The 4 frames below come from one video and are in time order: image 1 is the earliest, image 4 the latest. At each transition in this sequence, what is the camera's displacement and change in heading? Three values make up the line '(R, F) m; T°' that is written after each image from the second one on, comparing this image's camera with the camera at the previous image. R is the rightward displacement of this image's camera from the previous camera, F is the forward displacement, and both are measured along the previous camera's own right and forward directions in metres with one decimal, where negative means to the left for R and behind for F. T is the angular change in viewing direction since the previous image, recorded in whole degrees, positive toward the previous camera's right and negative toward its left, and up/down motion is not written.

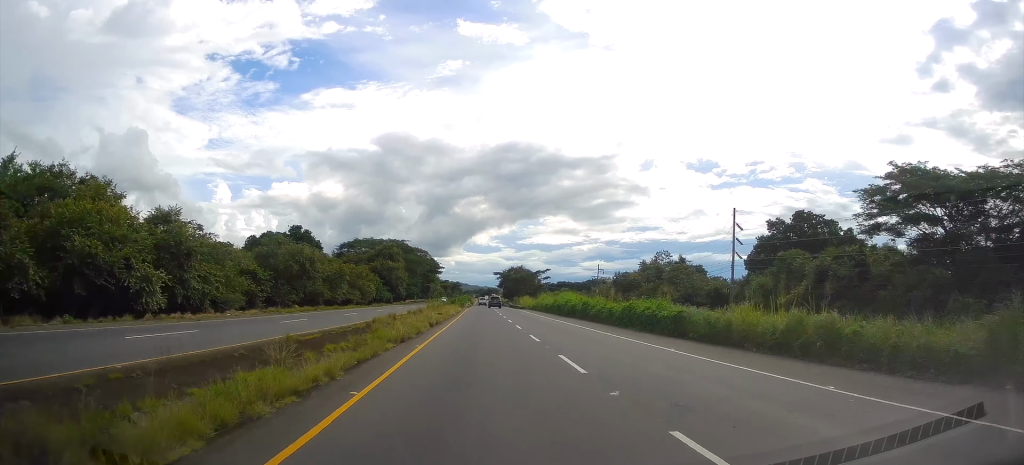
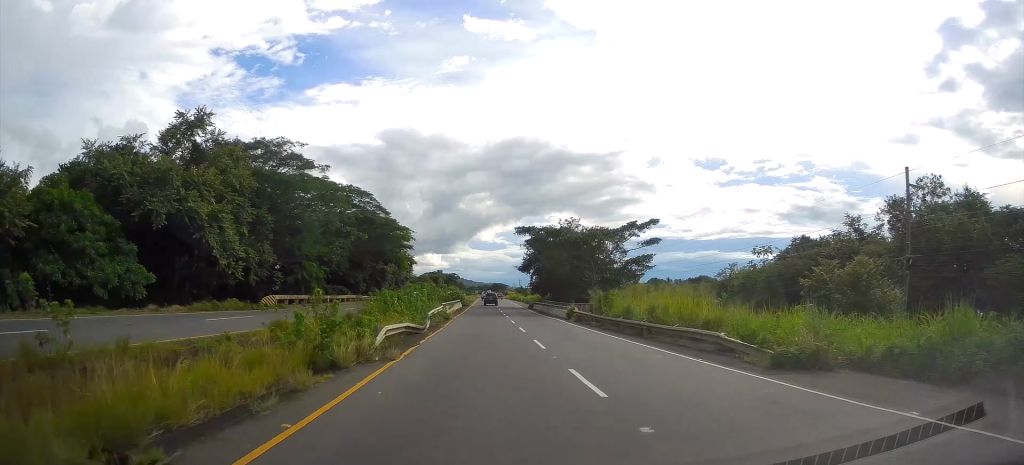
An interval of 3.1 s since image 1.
(-0.4, +83.7) m; 0°
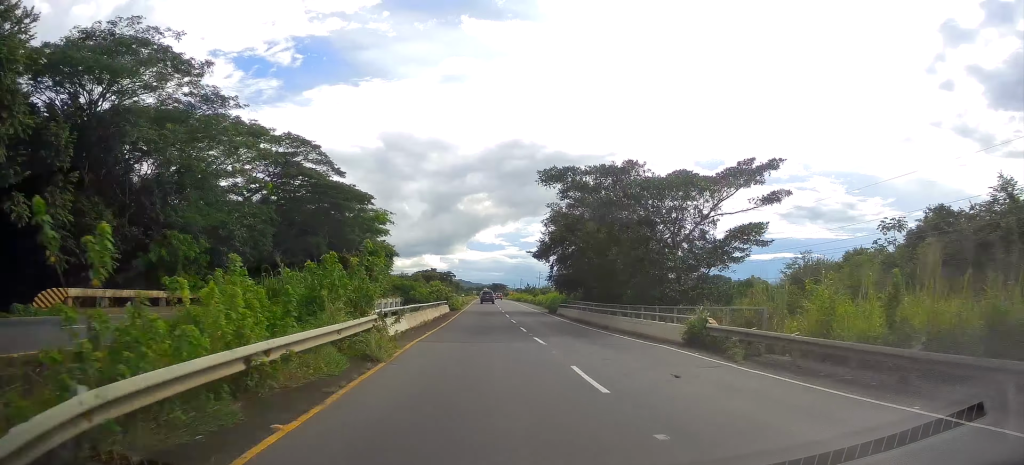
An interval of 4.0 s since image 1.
(+0.1, +24.9) m; 0°
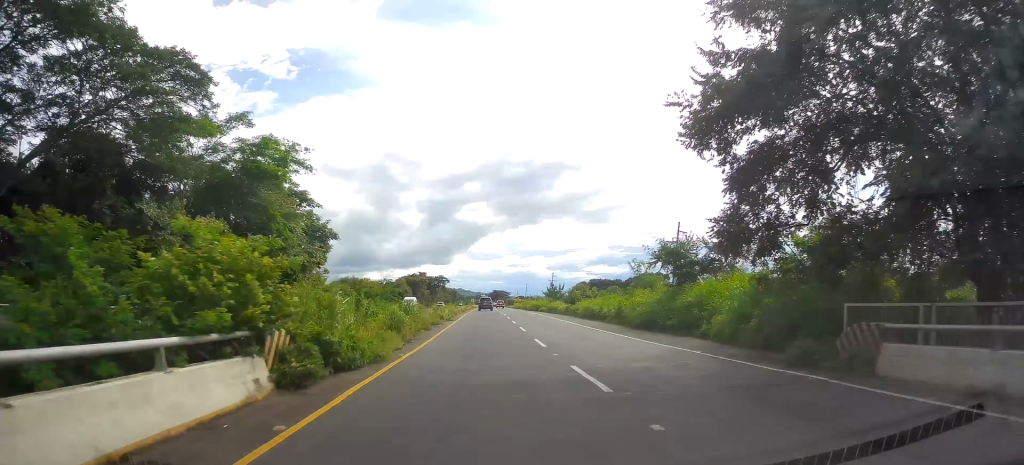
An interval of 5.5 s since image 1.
(+0.2, +40.8) m; 0°
